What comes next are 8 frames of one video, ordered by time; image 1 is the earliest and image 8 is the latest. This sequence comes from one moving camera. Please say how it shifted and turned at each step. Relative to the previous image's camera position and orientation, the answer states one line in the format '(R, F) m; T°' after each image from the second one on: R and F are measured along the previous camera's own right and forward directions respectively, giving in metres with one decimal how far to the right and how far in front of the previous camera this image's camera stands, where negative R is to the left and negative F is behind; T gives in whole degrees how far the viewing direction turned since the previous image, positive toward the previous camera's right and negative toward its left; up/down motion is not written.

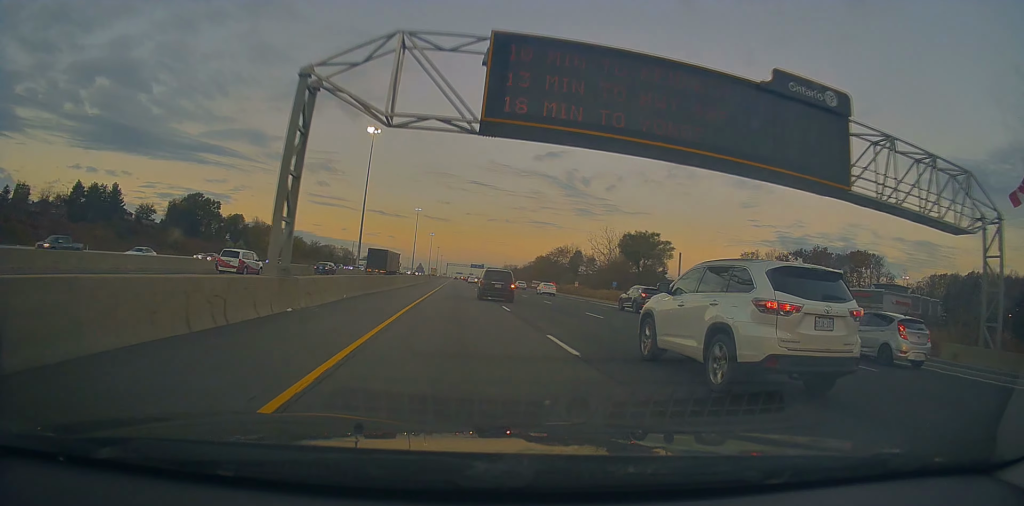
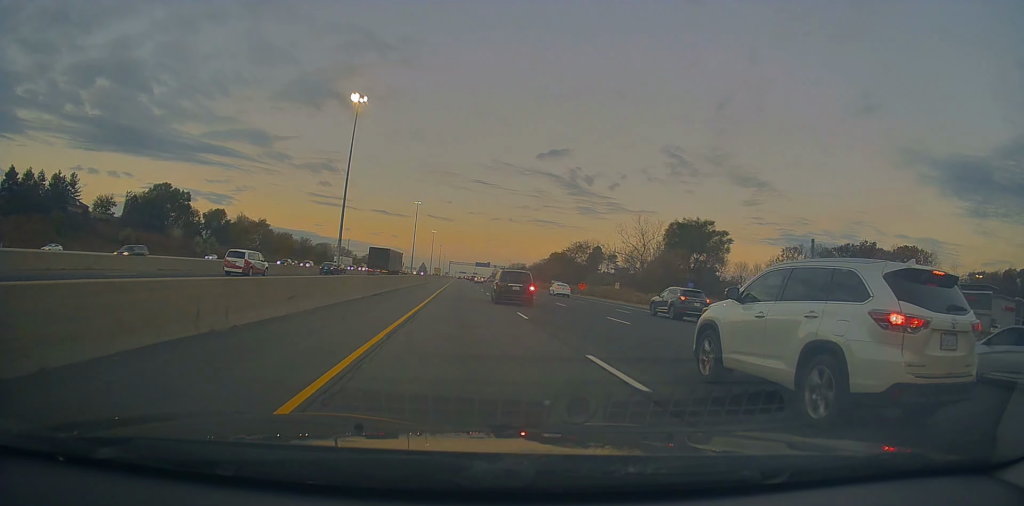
(-0.2, +27.1) m; 0°
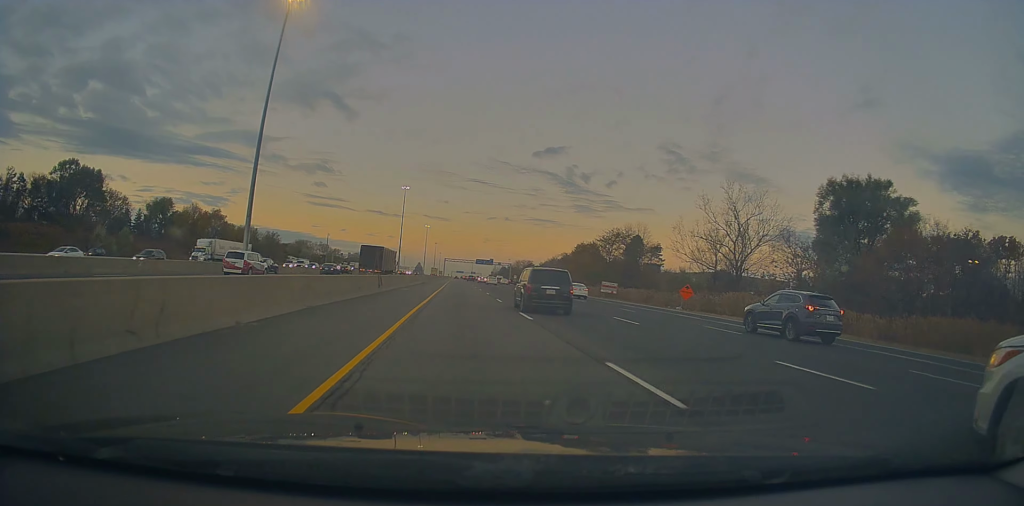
(+0.7, +49.0) m; +1°
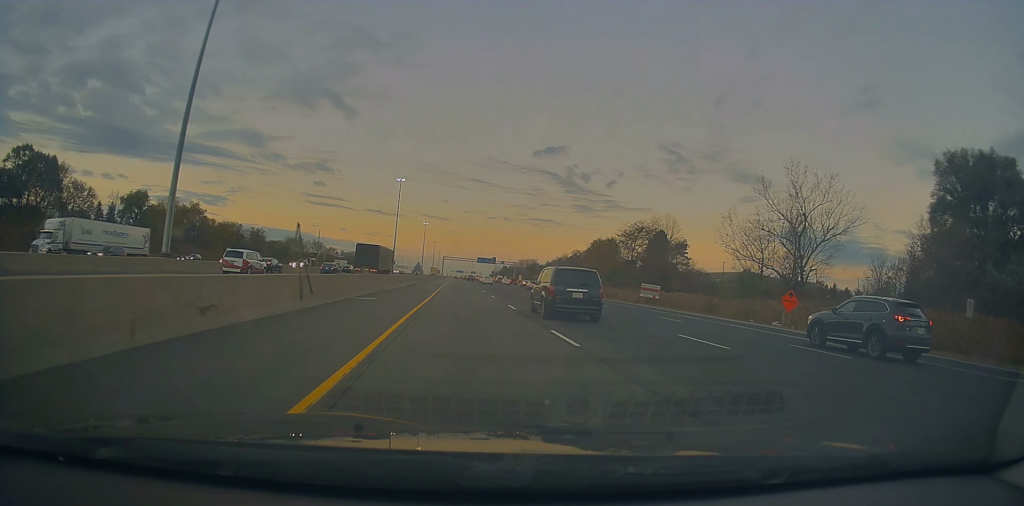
(-0.1, +18.8) m; 0°
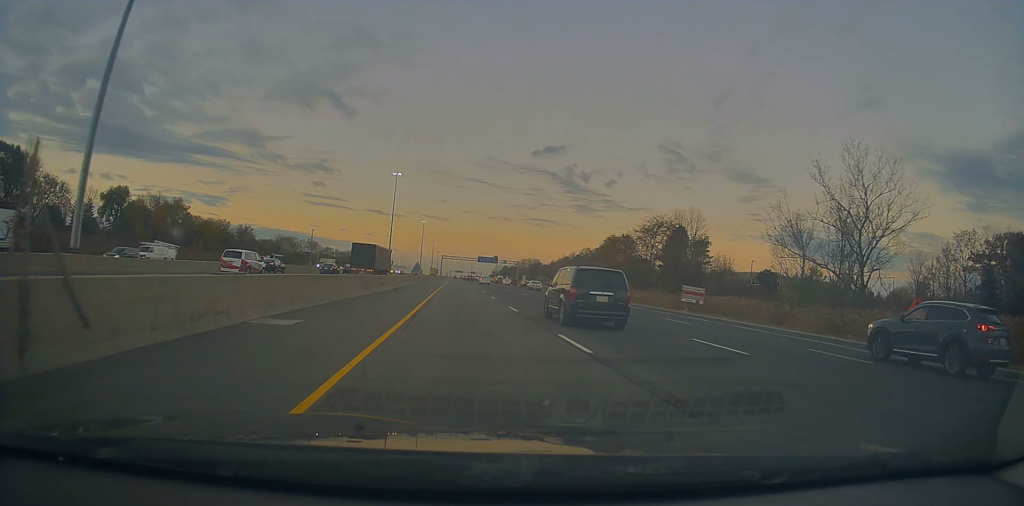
(0.0, +12.9) m; 0°
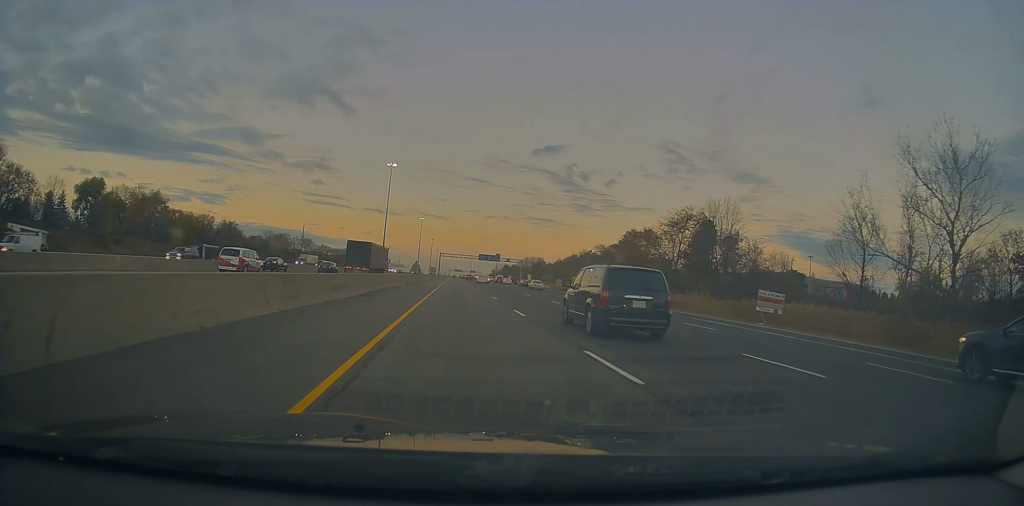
(0.0, +14.9) m; 0°
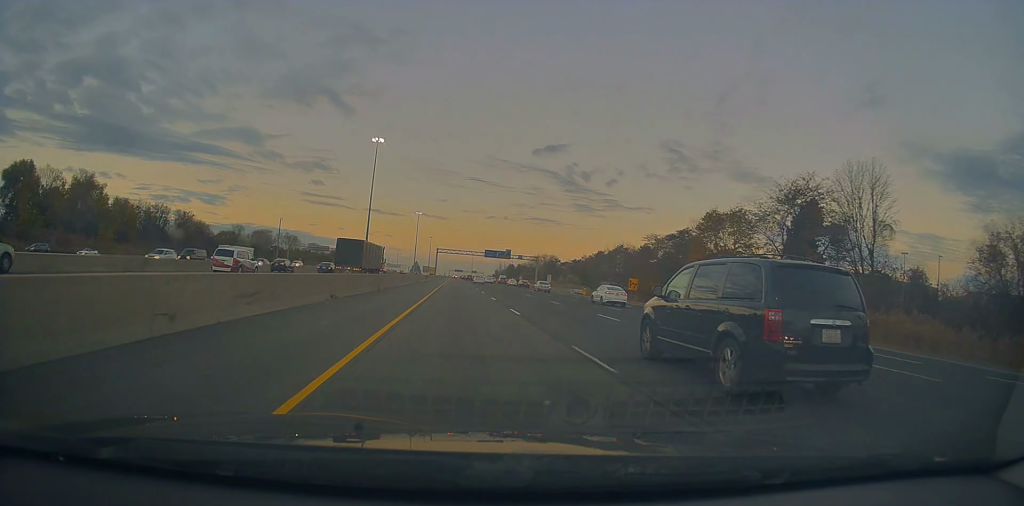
(0.0, +36.0) m; 0°
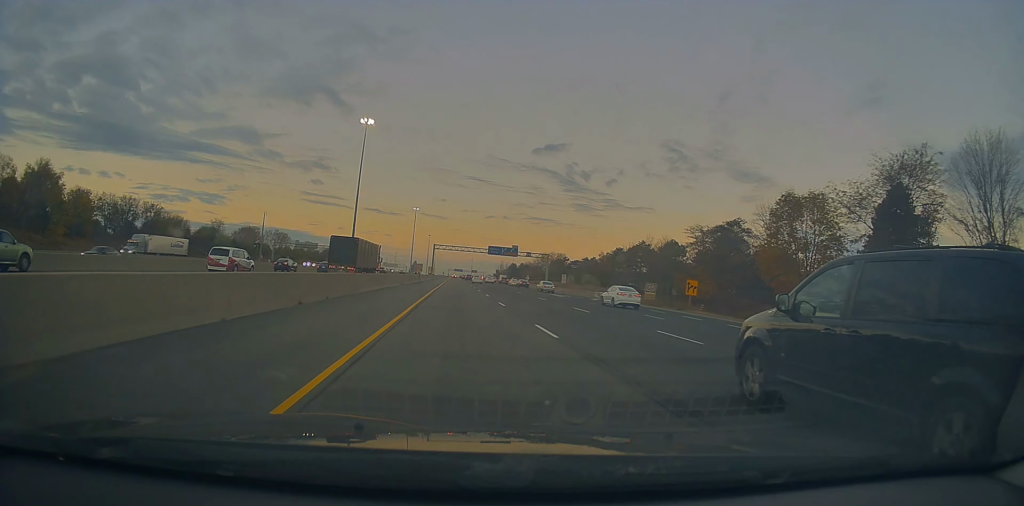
(0.0, +19.1) m; -1°
